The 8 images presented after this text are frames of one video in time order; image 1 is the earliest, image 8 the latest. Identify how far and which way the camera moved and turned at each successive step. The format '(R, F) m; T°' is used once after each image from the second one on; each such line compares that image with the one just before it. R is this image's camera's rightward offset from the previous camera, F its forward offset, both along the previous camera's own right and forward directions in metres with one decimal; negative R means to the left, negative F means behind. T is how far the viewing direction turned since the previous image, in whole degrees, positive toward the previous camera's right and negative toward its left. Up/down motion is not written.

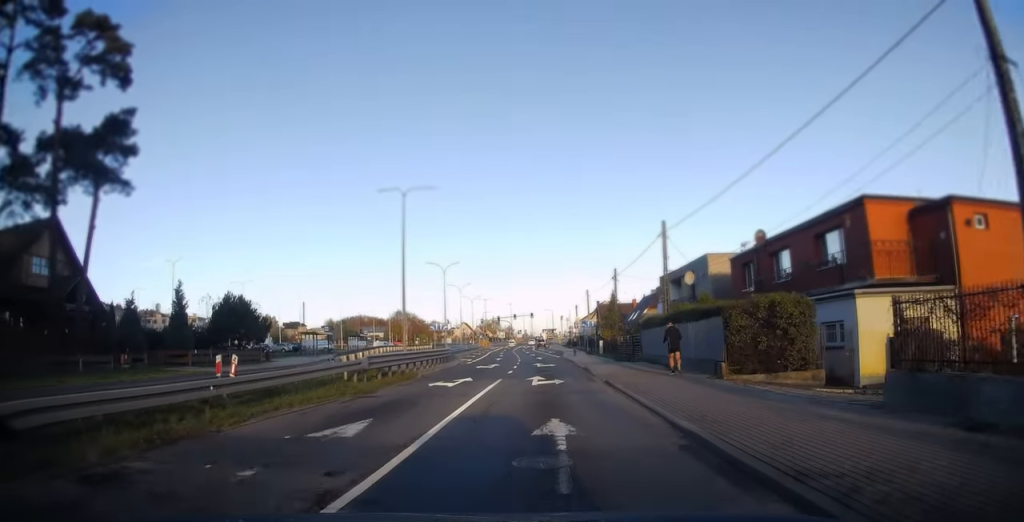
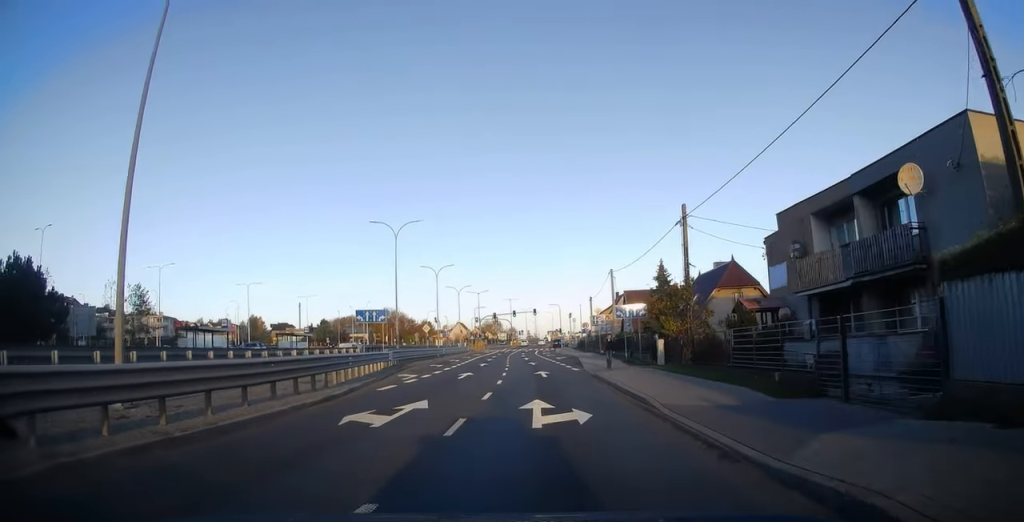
(+0.1, +24.5) m; +1°
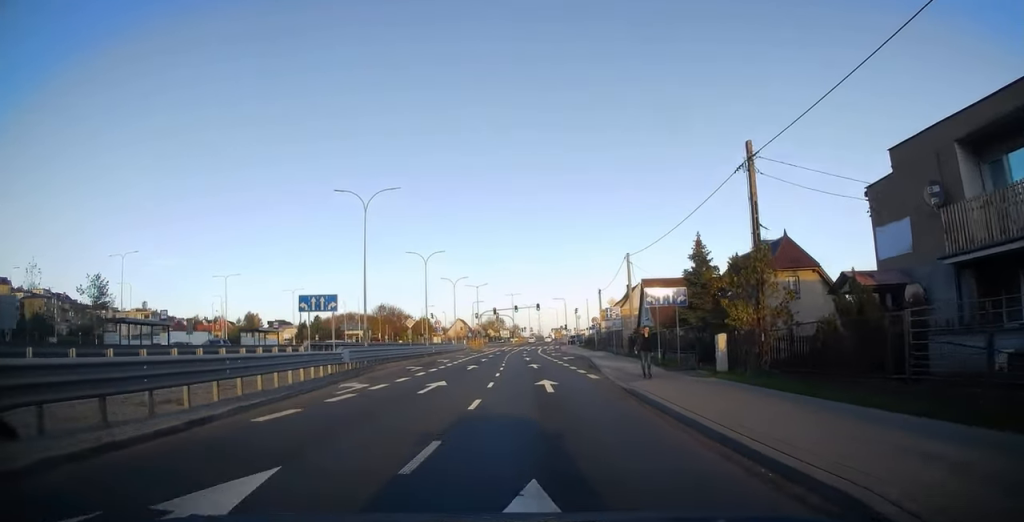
(0.0, +8.8) m; 0°
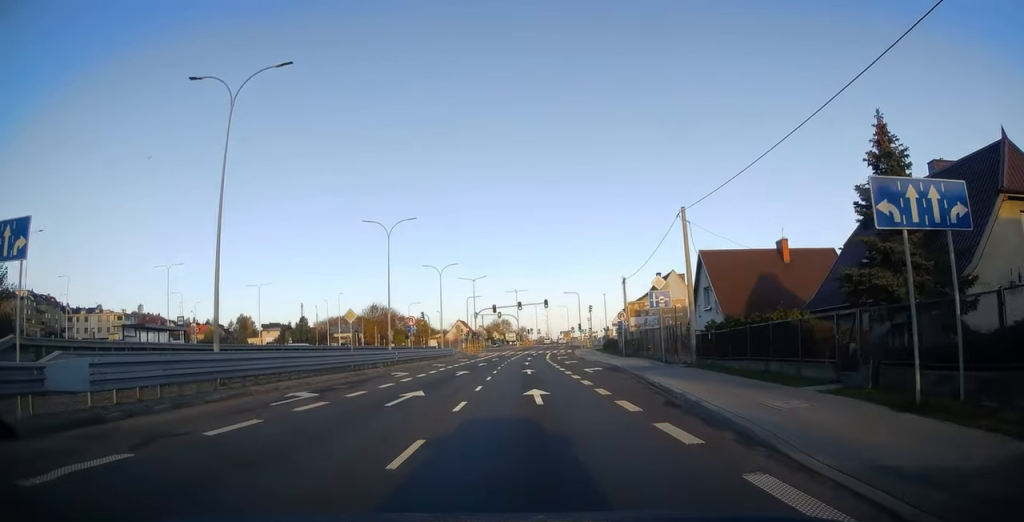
(-0.2, +17.6) m; -2°
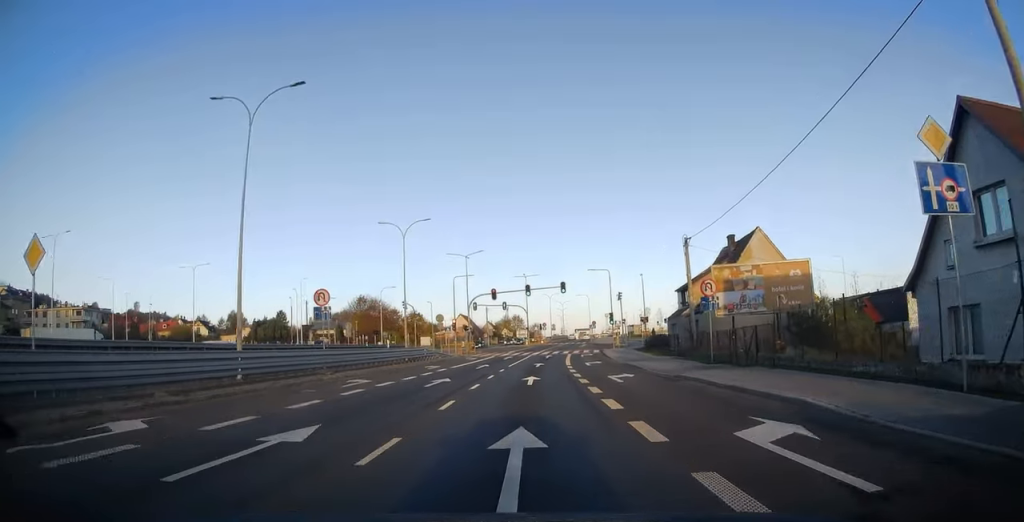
(-0.4, +23.6) m; -1°
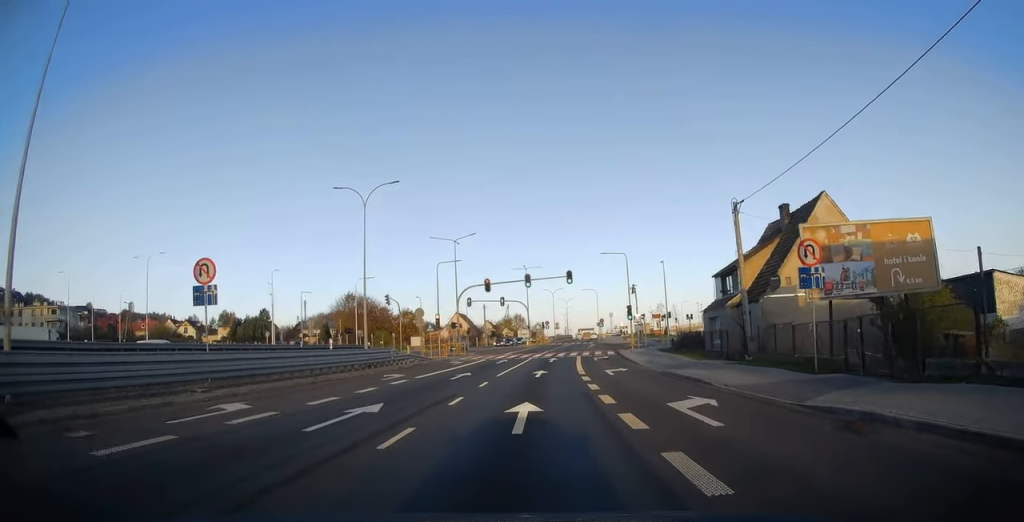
(0.0, +10.7) m; 0°
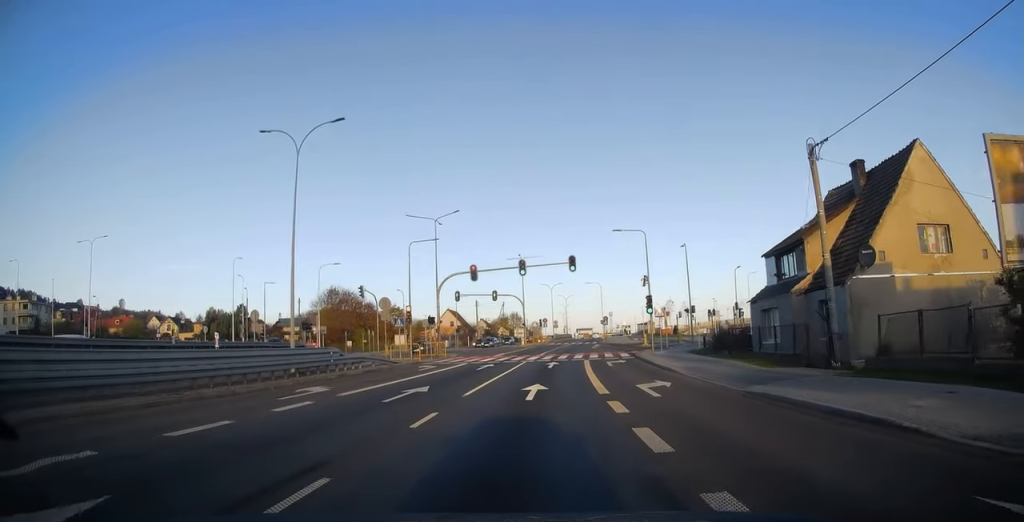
(0.0, +9.9) m; 0°
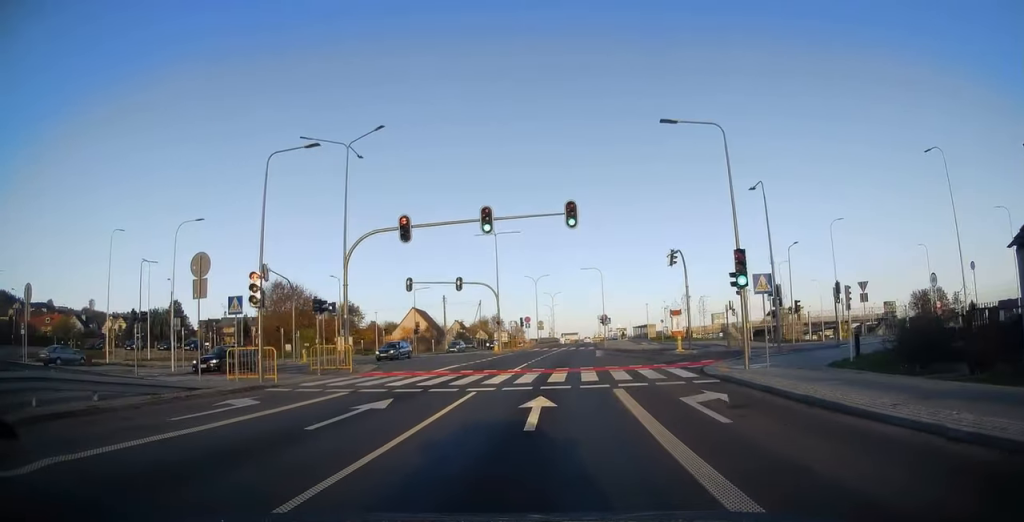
(+0.2, +20.1) m; +2°
